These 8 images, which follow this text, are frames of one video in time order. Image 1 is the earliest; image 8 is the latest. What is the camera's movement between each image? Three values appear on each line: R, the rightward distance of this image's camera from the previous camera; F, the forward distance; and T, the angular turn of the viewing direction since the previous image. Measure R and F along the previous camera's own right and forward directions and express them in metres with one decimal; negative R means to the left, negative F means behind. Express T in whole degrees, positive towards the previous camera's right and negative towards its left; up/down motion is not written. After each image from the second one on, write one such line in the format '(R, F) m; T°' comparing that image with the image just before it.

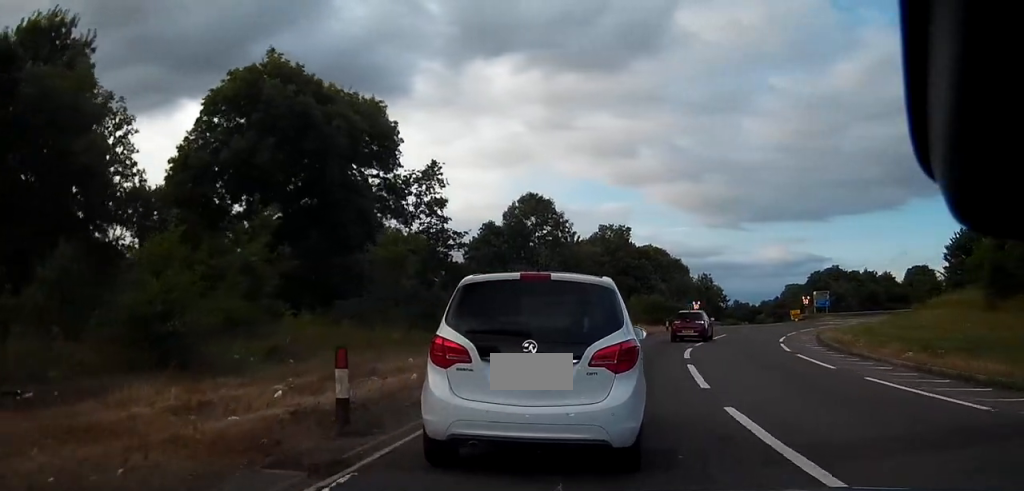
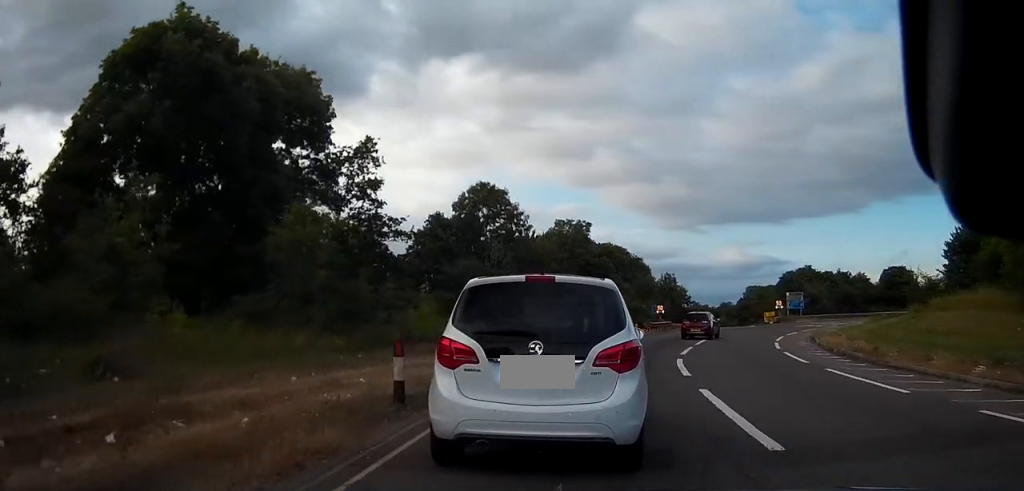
(+0.1, +7.2) m; +5°
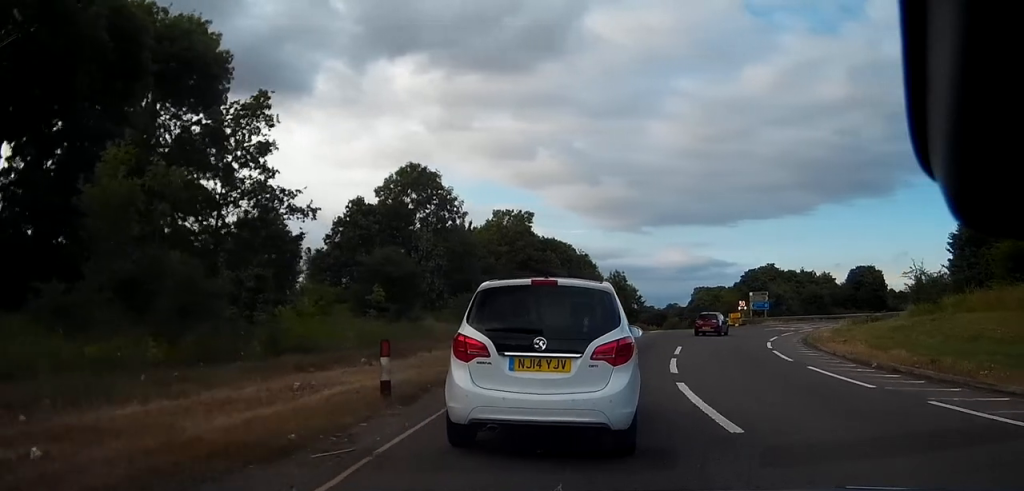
(+0.6, +8.8) m; +8°
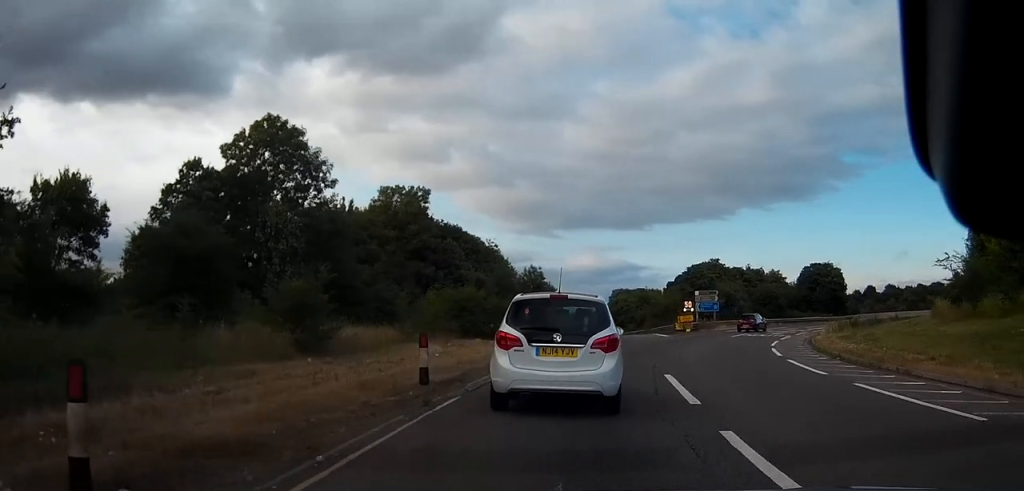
(+1.4, +16.1) m; +6°
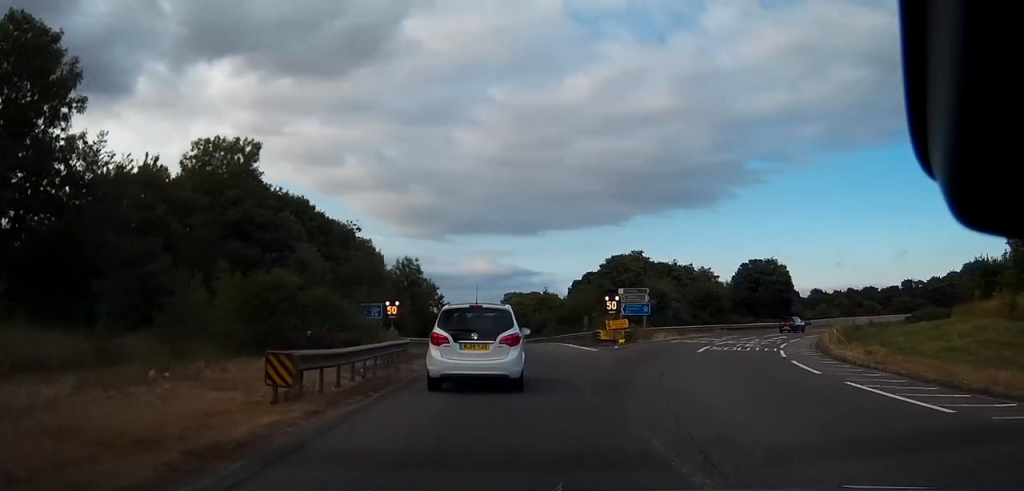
(+0.4, +17.8) m; +5°
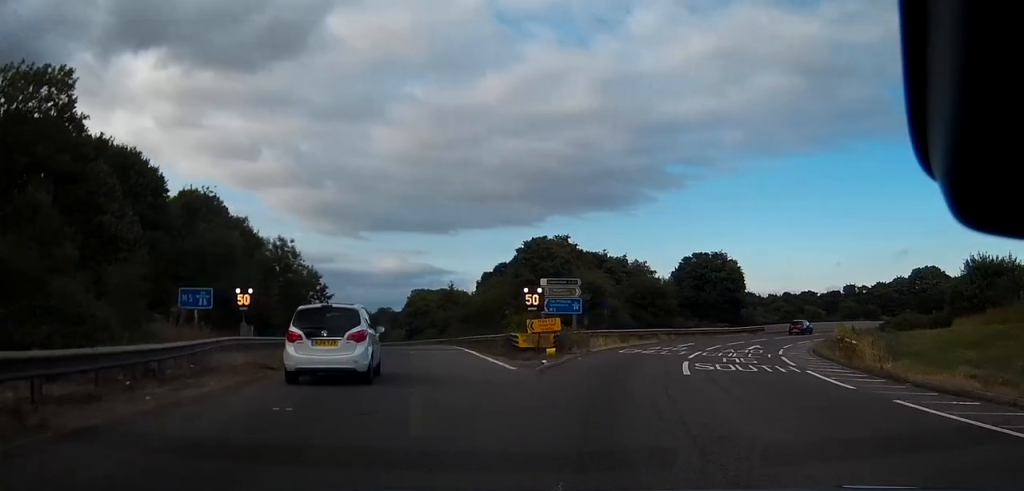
(+0.6, +12.0) m; +7°
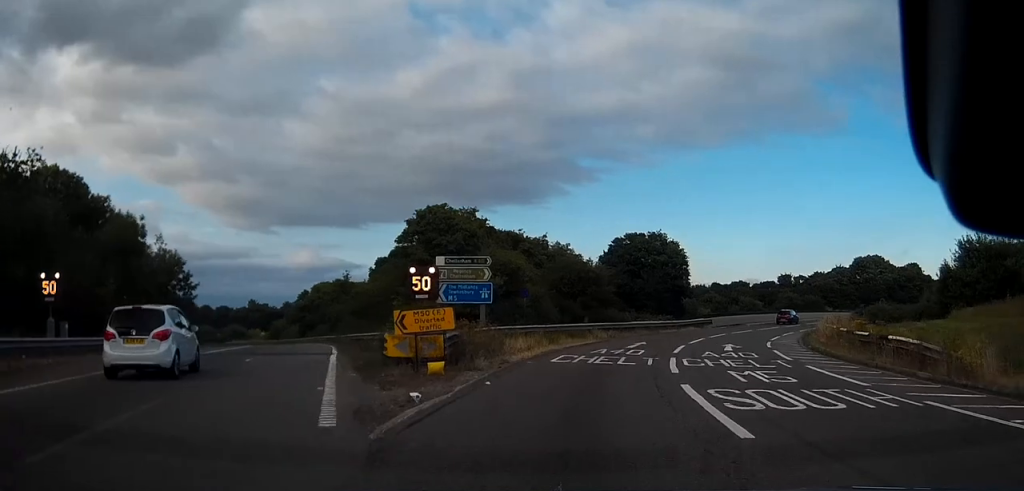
(+0.4, +10.3) m; +7°
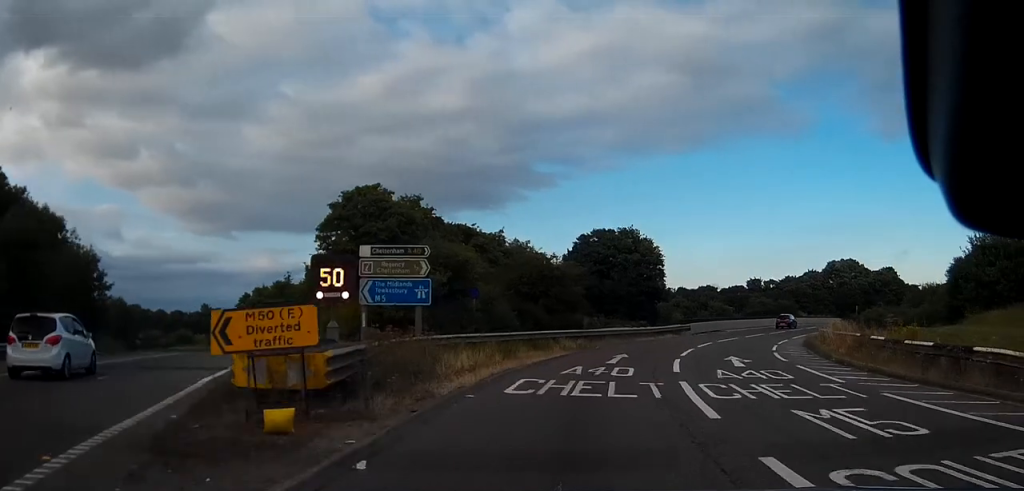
(+0.5, +6.9) m; +4°
